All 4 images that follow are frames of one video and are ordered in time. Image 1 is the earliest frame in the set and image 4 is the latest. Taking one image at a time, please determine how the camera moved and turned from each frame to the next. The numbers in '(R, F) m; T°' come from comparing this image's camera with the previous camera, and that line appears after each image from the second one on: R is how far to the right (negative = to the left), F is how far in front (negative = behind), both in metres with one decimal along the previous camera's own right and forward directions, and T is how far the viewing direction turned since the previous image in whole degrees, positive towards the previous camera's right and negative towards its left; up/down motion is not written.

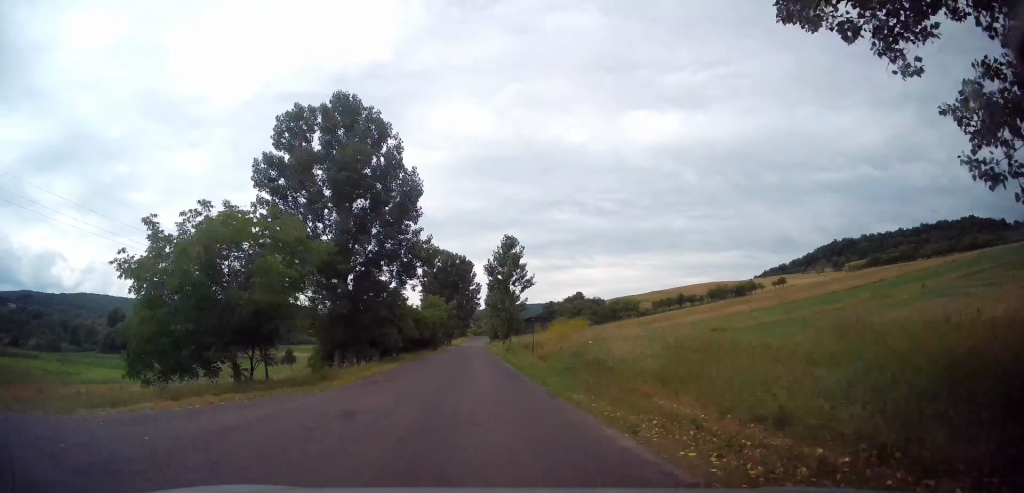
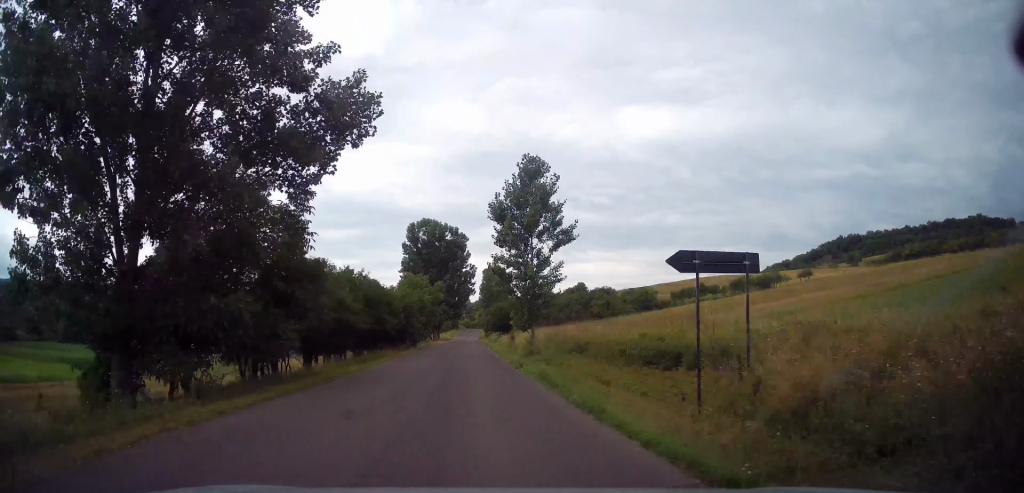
(+0.3, +20.9) m; 0°
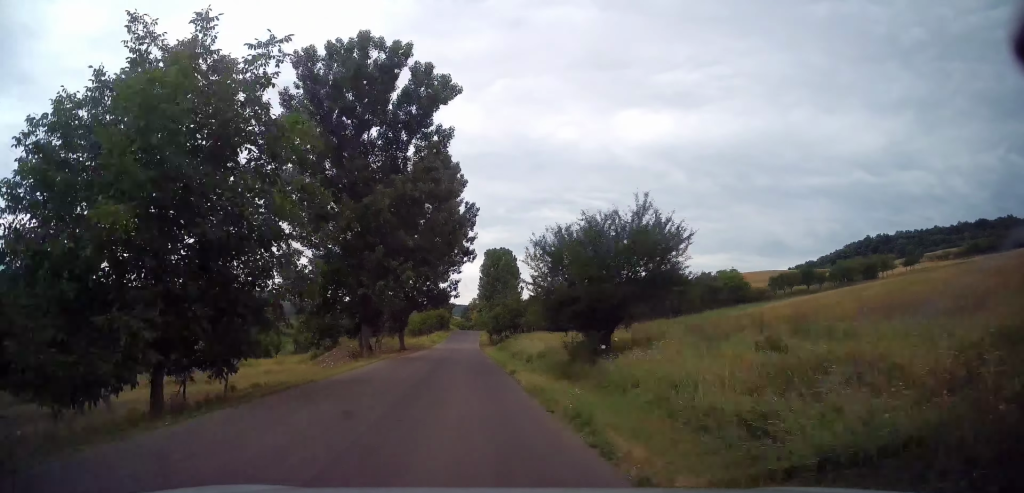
(0.0, +51.6) m; +1°
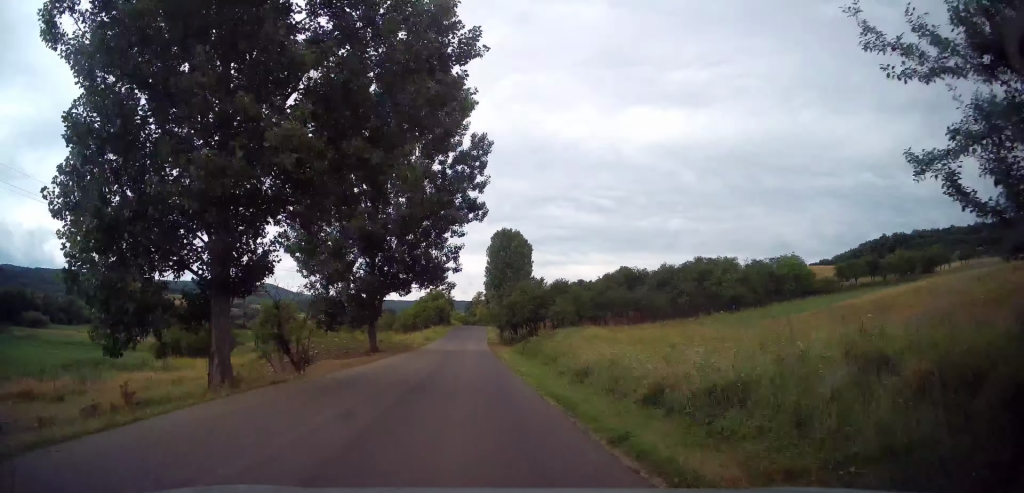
(0.0, +18.3) m; 0°
